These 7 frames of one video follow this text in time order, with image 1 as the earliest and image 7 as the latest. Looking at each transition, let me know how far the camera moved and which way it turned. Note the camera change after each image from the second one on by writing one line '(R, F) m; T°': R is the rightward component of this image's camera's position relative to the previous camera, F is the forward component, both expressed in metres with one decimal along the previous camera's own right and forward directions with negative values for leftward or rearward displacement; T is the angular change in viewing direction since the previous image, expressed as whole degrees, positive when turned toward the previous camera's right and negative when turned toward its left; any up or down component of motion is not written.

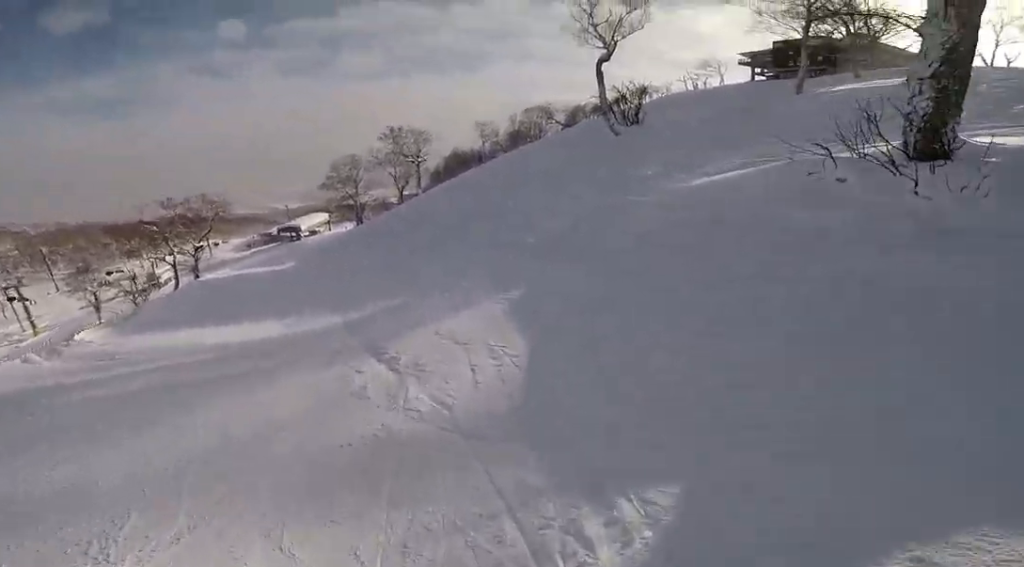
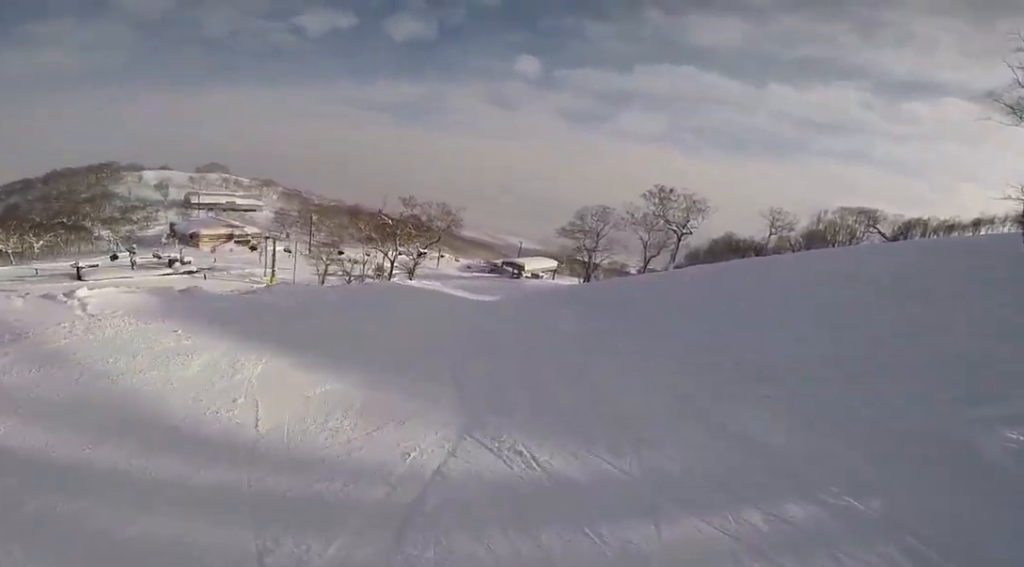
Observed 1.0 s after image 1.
(-0.3, +5.6) m; -14°
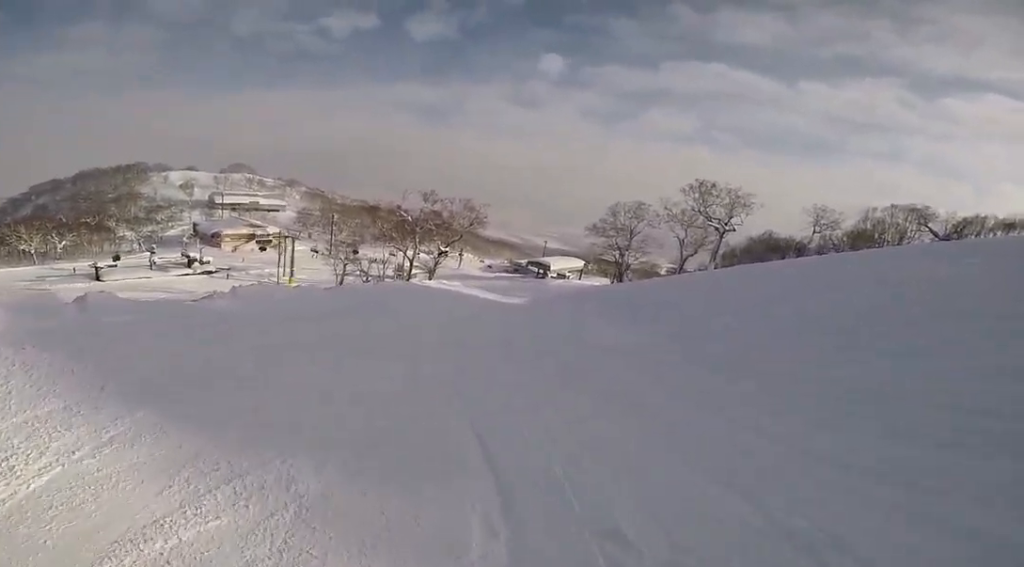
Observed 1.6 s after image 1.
(-0.7, +3.3) m; -9°
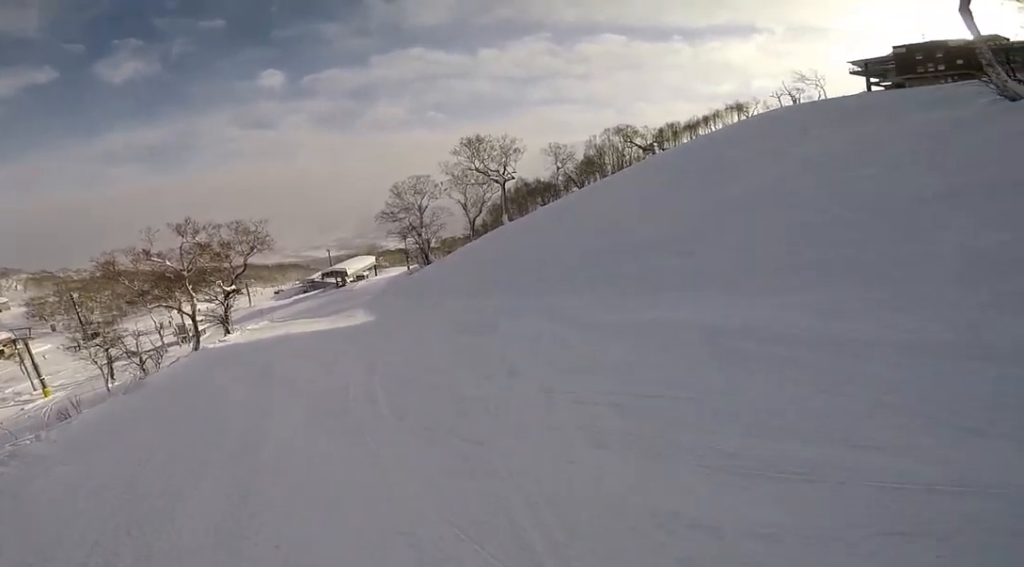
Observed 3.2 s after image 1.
(+1.4, +9.1) m; +23°
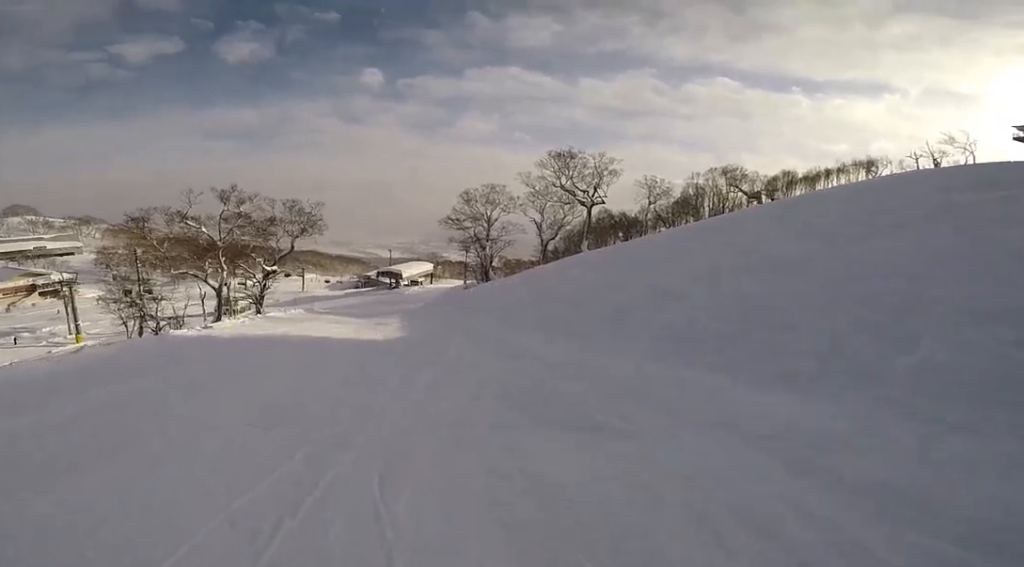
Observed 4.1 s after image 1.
(+0.8, +5.7) m; +1°
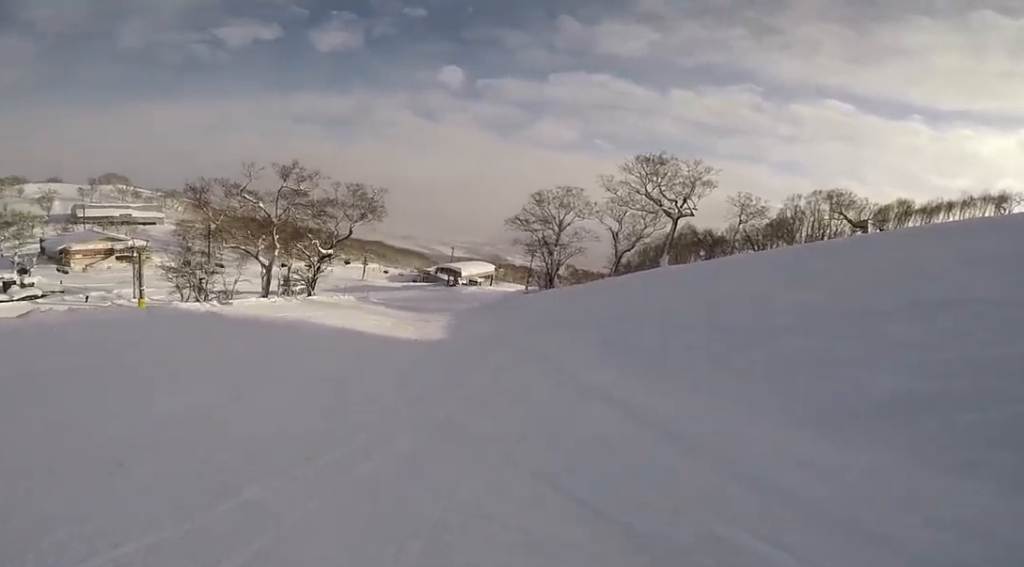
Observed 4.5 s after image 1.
(+0.3, +2.5) m; -6°
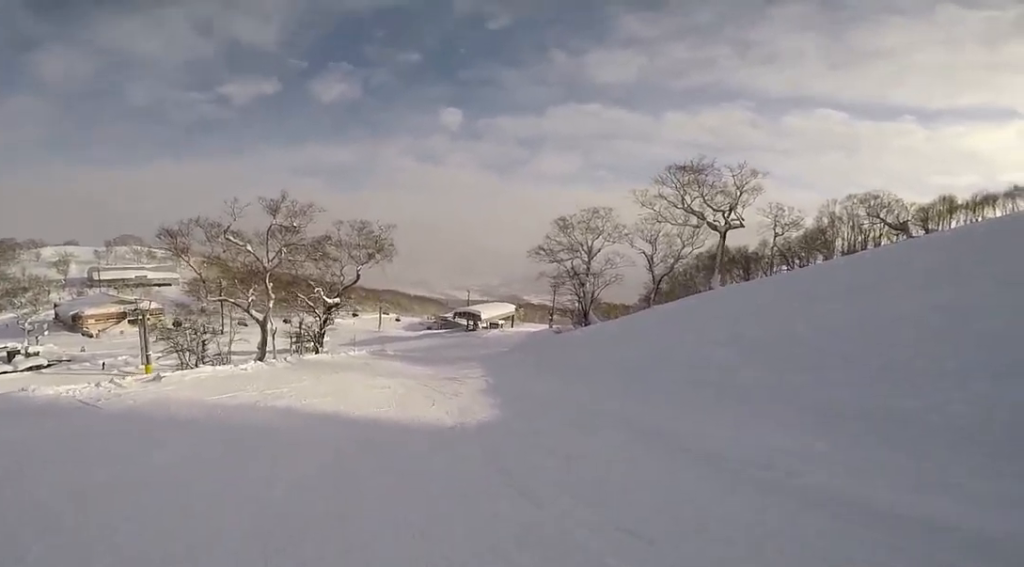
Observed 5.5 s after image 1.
(-1.2, +5.4) m; -5°
